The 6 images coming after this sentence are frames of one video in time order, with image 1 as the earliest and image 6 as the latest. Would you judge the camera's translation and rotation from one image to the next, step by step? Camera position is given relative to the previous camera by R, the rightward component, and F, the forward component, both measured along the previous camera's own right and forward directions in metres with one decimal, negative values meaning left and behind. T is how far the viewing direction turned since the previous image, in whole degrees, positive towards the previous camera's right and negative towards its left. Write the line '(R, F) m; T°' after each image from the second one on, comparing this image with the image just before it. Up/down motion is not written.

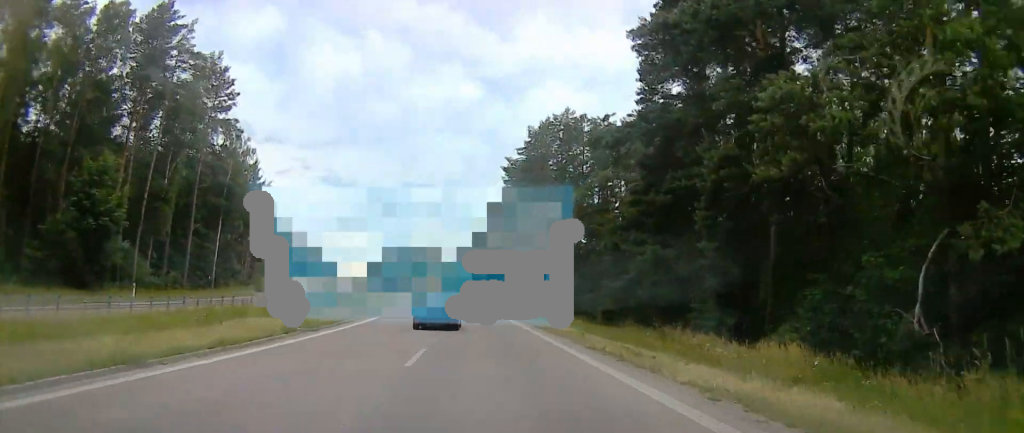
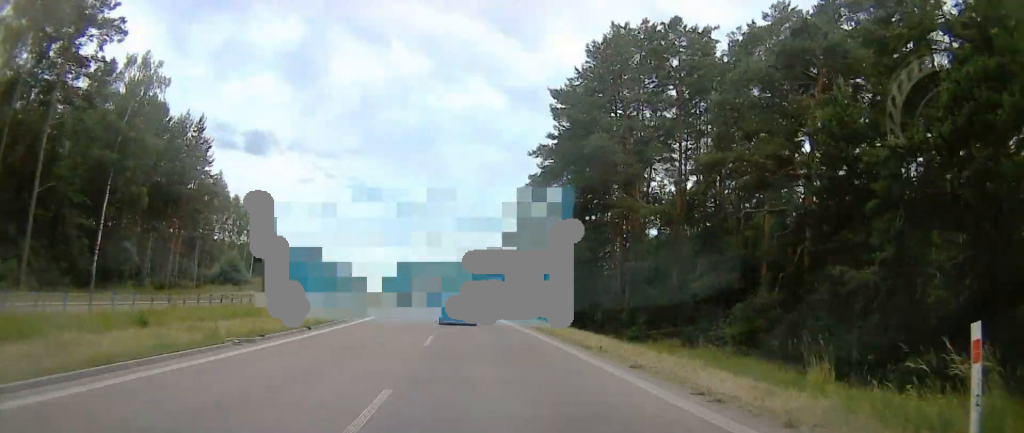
(+0.2, +31.8) m; -2°
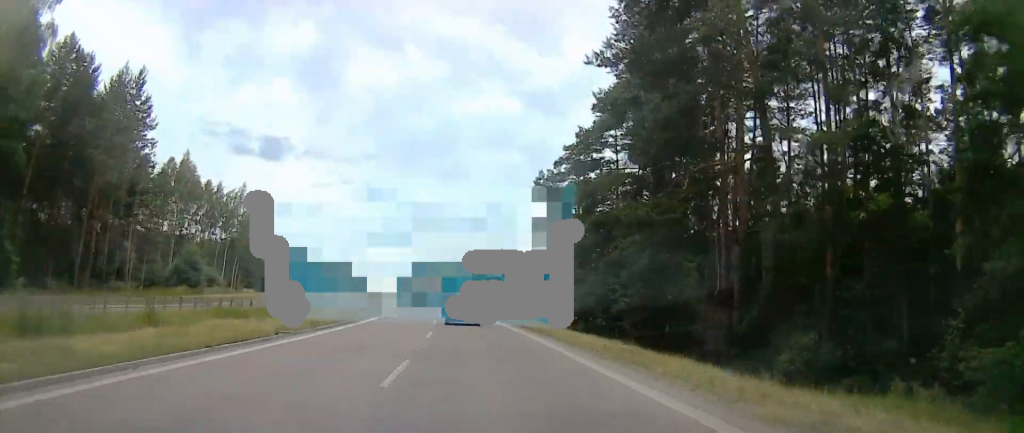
(-0.8, +21.2) m; -1°
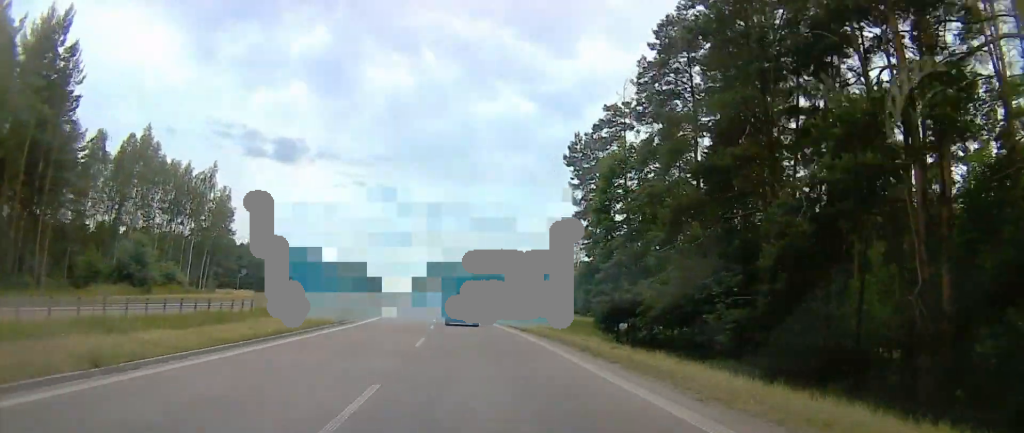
(-0.5, +16.7) m; -1°
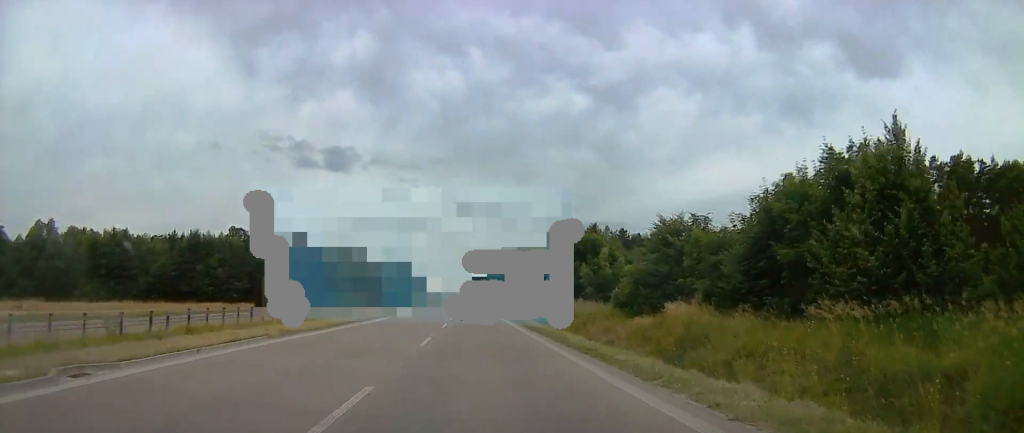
(-4.4, +82.2) m; -7°
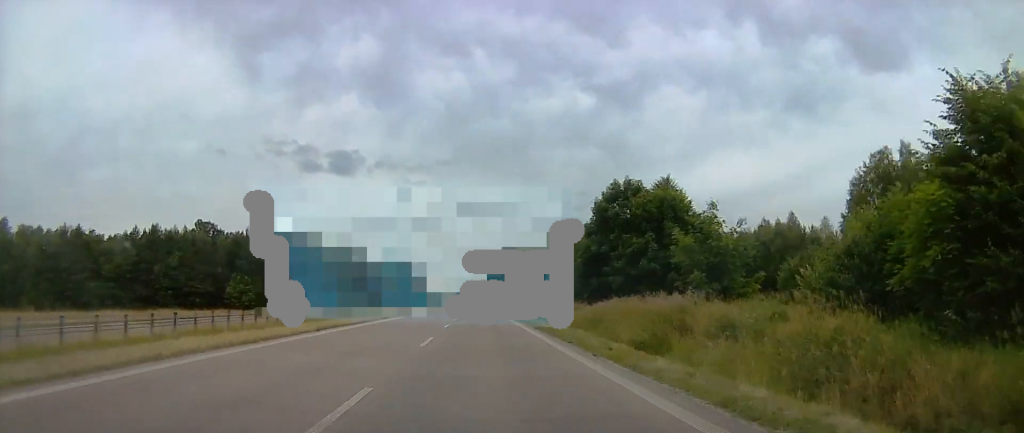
(-0.3, +24.4) m; -1°
